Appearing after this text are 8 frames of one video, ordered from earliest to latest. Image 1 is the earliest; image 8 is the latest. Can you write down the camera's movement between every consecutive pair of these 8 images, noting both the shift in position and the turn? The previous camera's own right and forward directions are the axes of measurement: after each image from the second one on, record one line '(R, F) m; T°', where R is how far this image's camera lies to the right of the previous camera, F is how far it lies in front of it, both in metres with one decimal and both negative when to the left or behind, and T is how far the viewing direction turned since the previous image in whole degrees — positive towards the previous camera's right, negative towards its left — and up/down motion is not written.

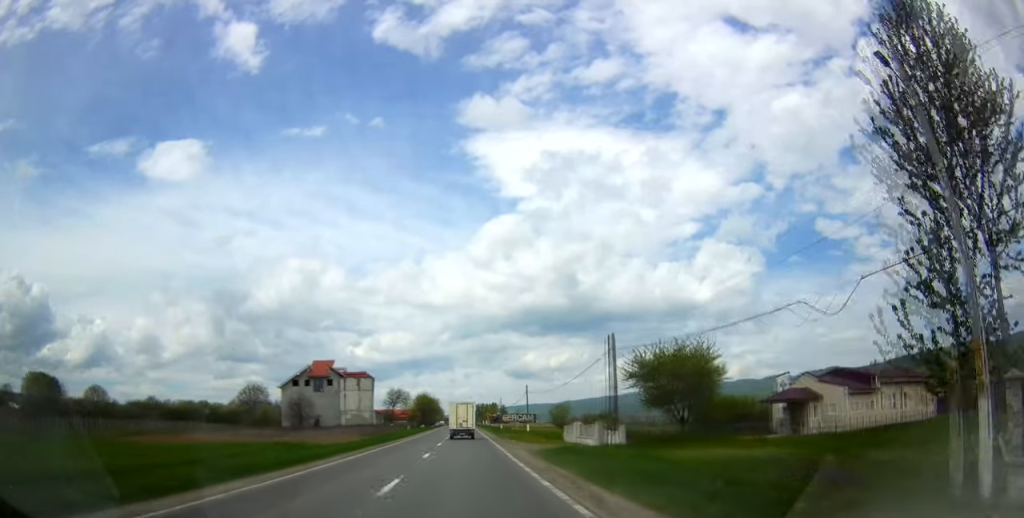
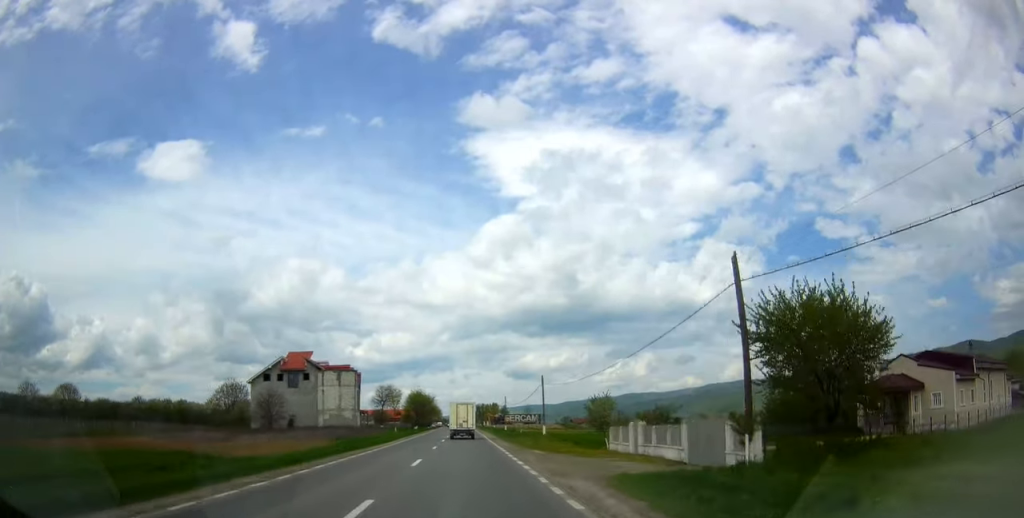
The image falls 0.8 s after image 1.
(+0.1, +16.3) m; 0°
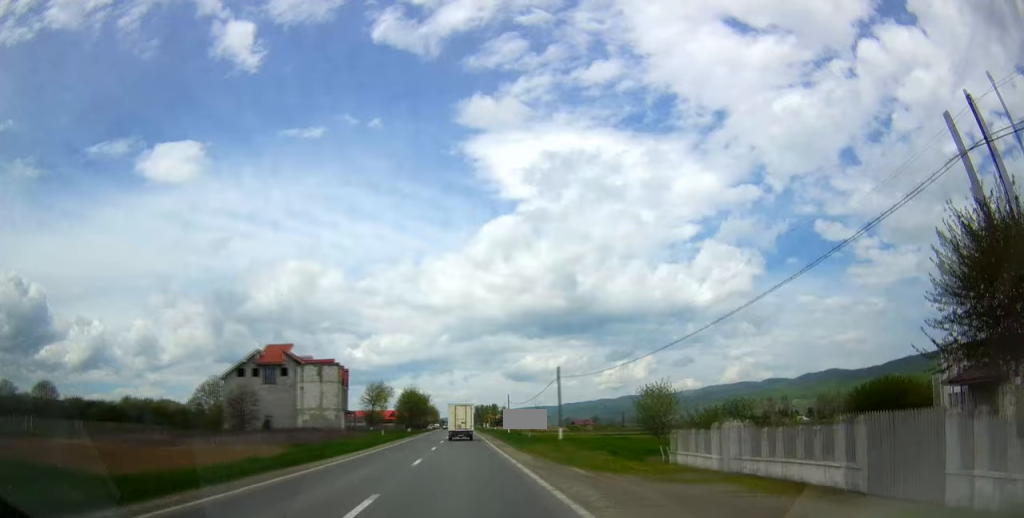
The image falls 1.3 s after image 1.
(+0.3, +11.1) m; 0°
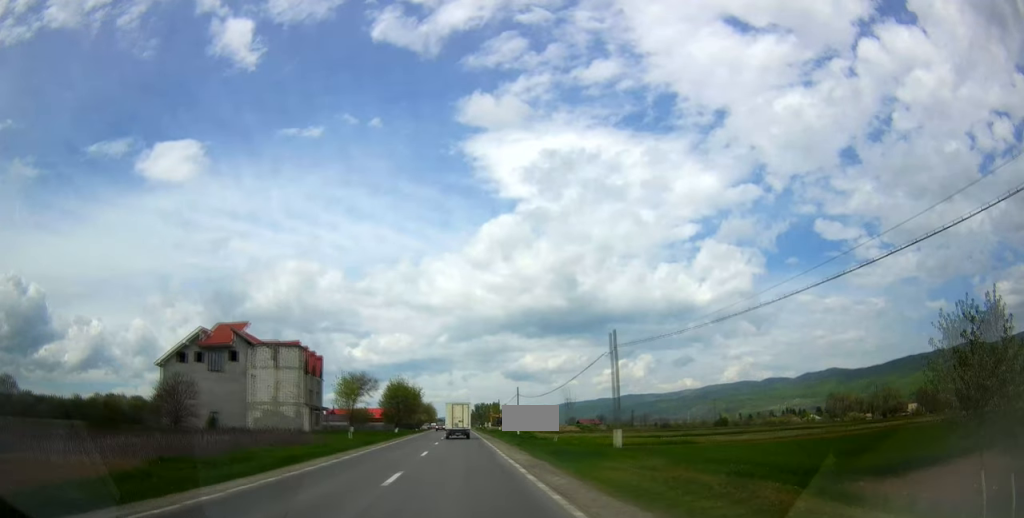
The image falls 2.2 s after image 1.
(-0.6, +18.8) m; 0°
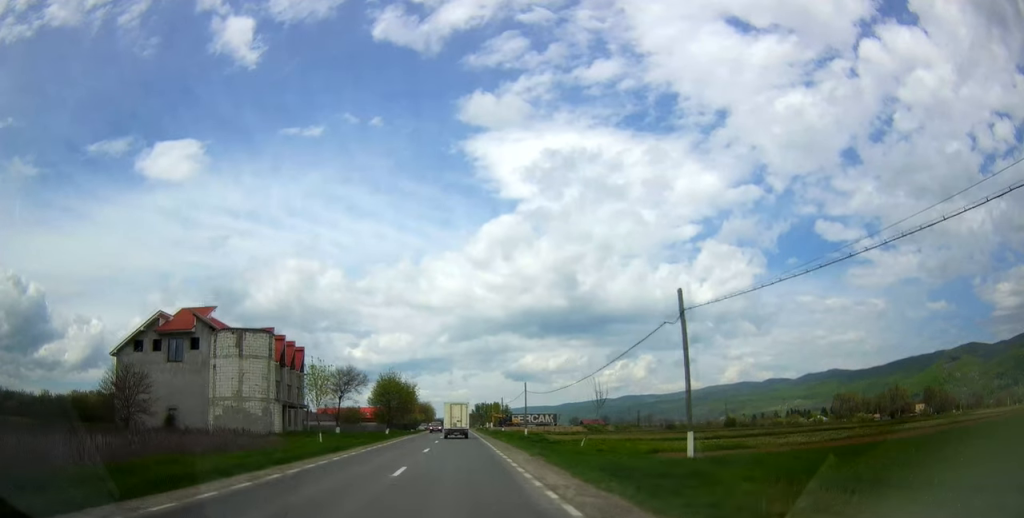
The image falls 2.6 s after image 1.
(+0.2, +10.3) m; 0°
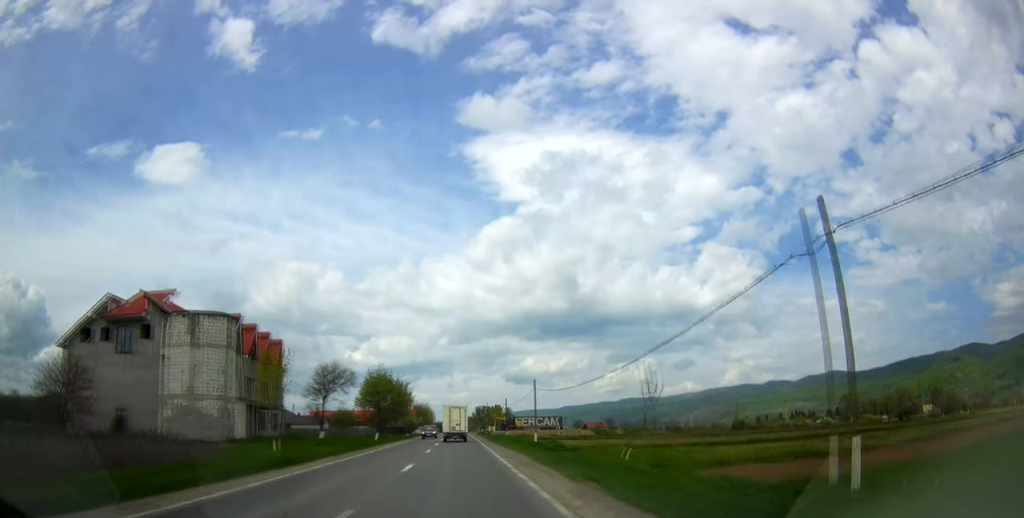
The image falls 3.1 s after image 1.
(+0.2, +9.5) m; 0°
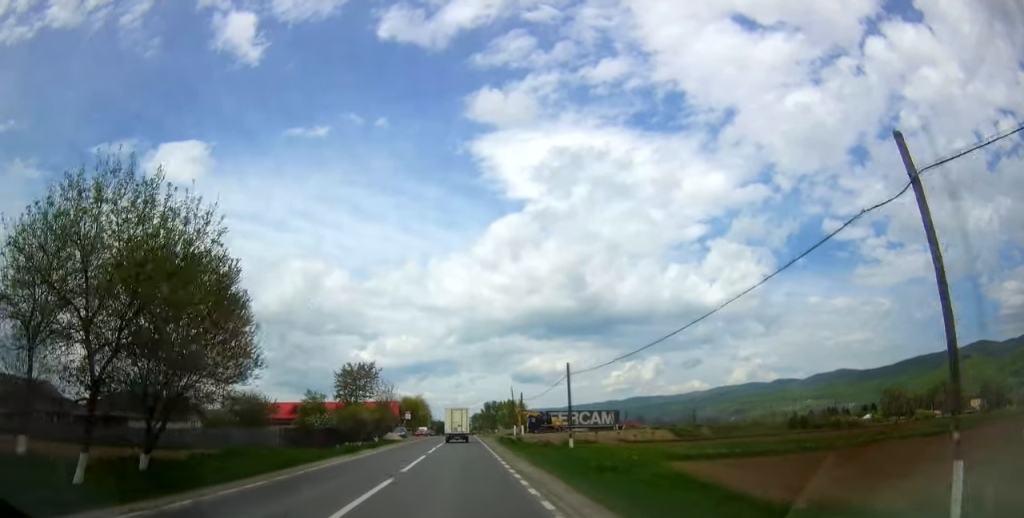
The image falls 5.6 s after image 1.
(-0.1, +54.1) m; -1°
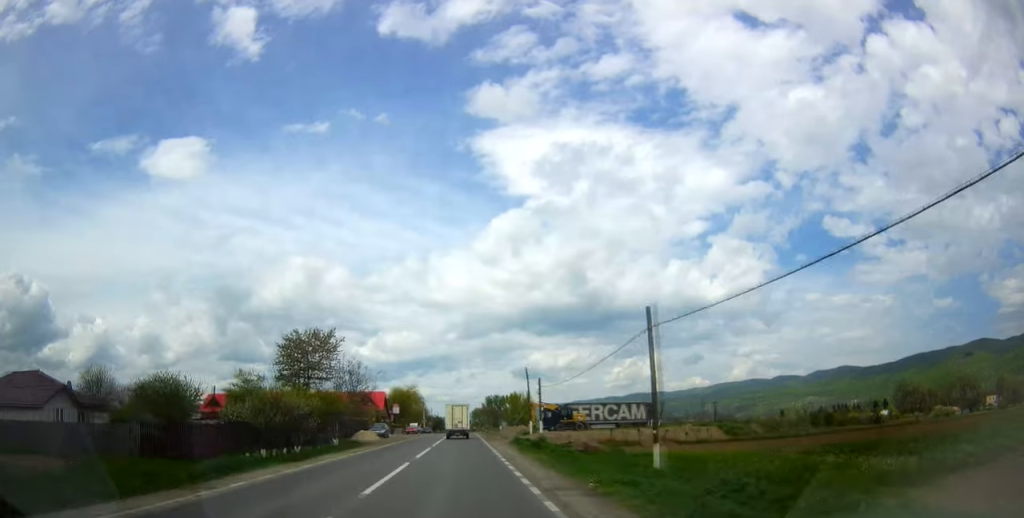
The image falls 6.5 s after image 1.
(-0.3, +19.6) m; 0°
